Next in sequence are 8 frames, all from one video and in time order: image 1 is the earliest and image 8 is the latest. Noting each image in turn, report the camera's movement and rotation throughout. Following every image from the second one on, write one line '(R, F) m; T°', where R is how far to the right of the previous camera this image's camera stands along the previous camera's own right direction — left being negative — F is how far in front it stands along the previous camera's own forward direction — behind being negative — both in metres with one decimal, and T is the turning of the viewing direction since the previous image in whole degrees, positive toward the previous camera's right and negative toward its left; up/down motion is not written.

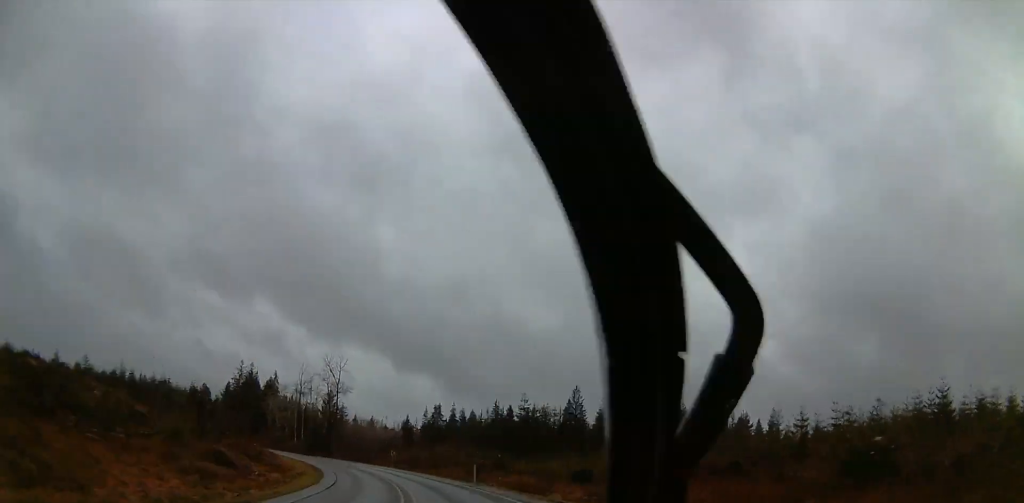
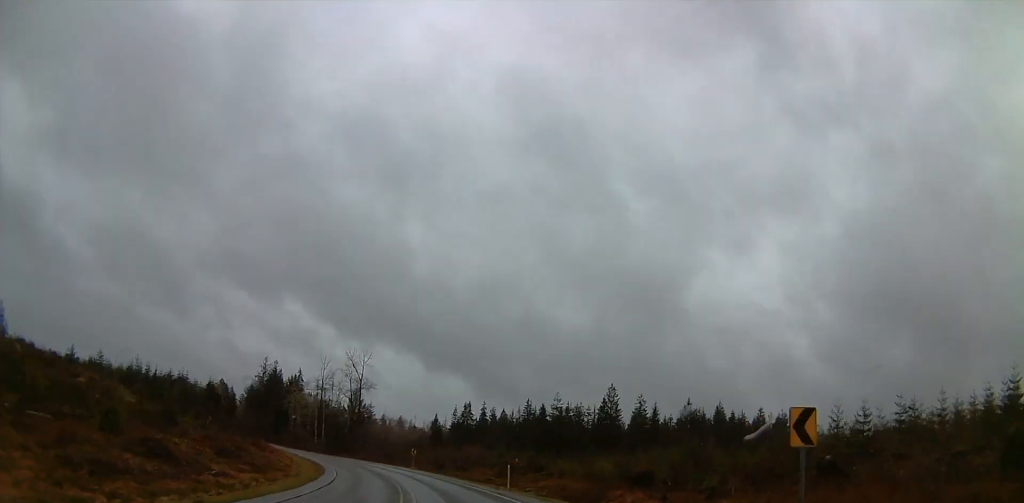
(-0.3, +9.4) m; -3°
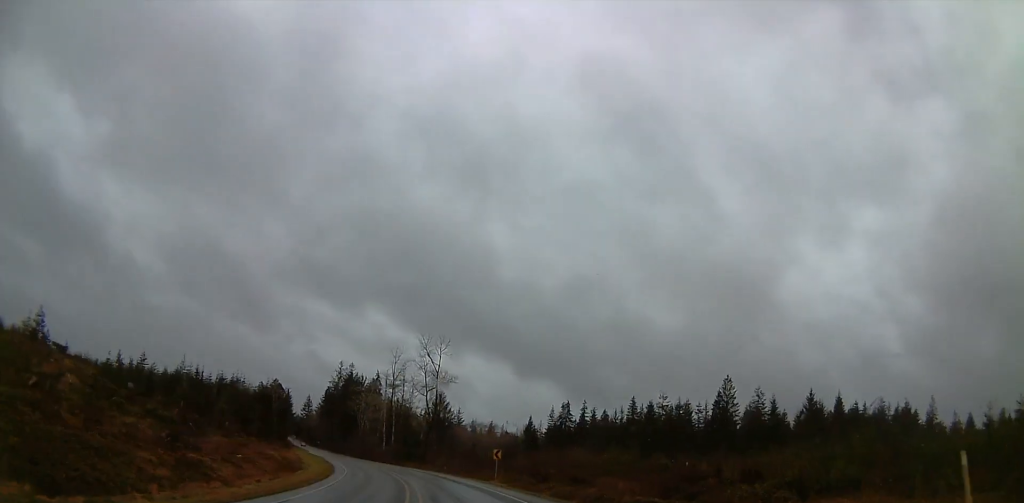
(-2.1, +28.0) m; -8°
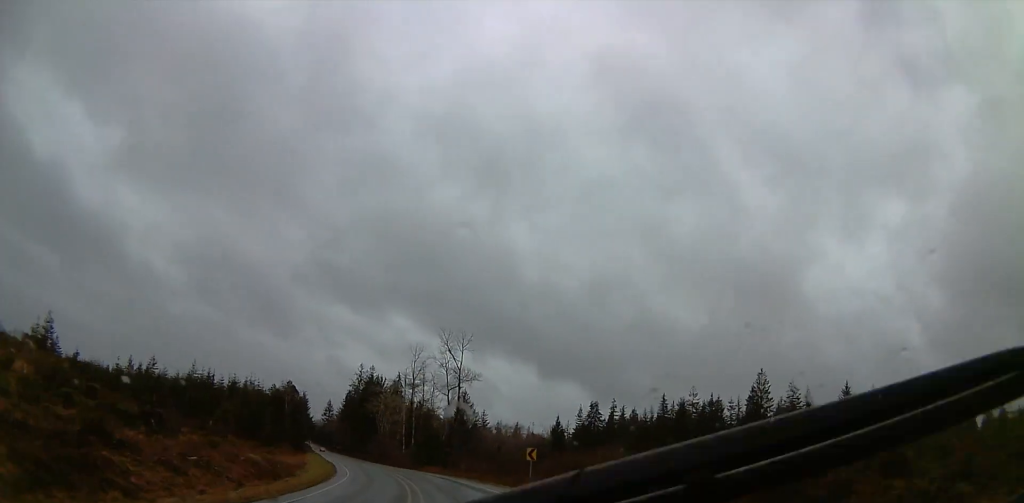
(-0.1, +8.5) m; -2°
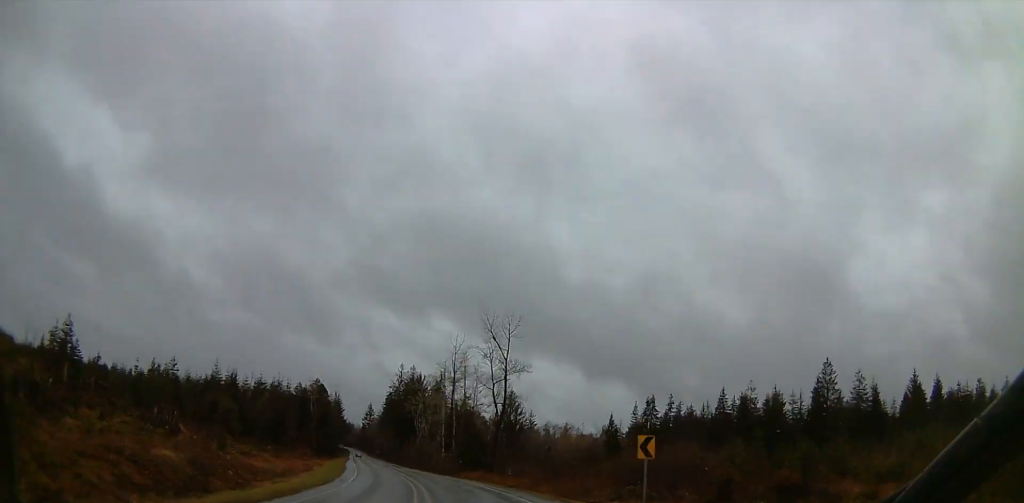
(-0.4, +16.1) m; -3°
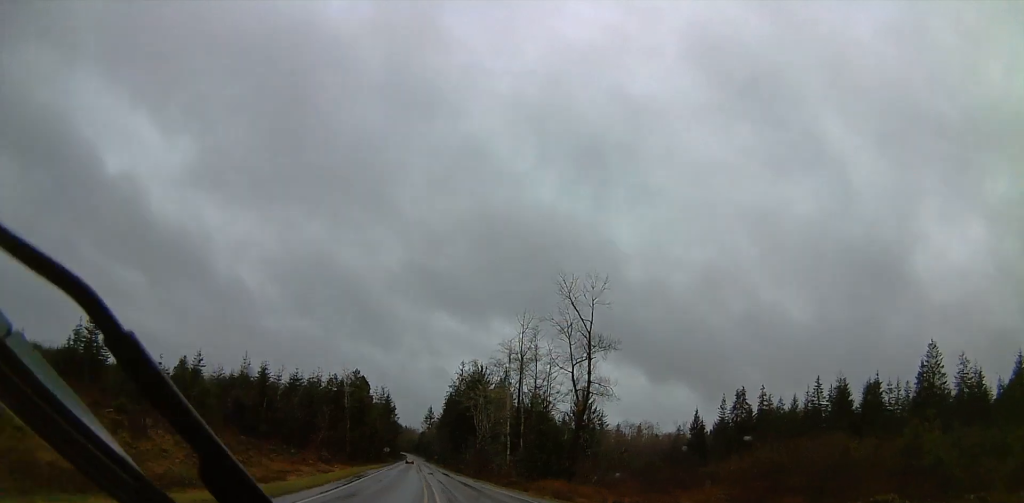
(-1.2, +23.8) m; -6°
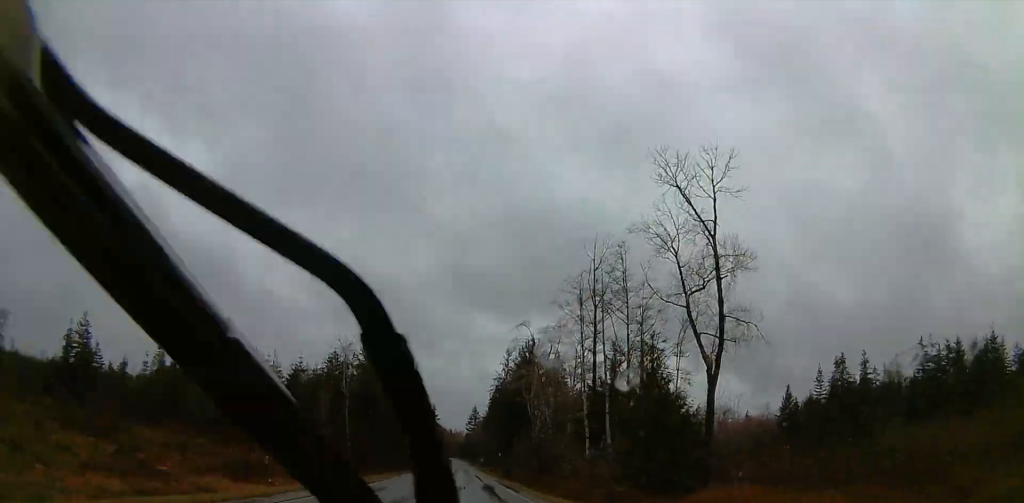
(-1.8, +32.8) m; -4°
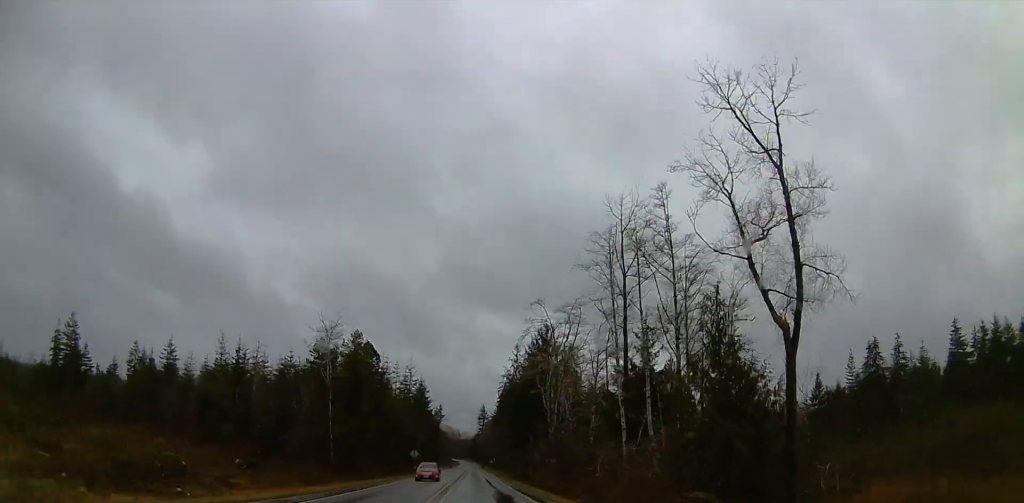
(0.0, +12.4) m; 0°
